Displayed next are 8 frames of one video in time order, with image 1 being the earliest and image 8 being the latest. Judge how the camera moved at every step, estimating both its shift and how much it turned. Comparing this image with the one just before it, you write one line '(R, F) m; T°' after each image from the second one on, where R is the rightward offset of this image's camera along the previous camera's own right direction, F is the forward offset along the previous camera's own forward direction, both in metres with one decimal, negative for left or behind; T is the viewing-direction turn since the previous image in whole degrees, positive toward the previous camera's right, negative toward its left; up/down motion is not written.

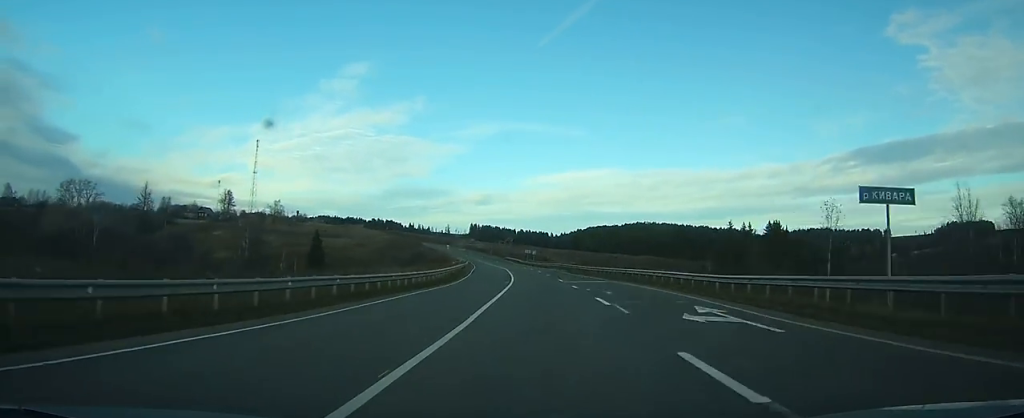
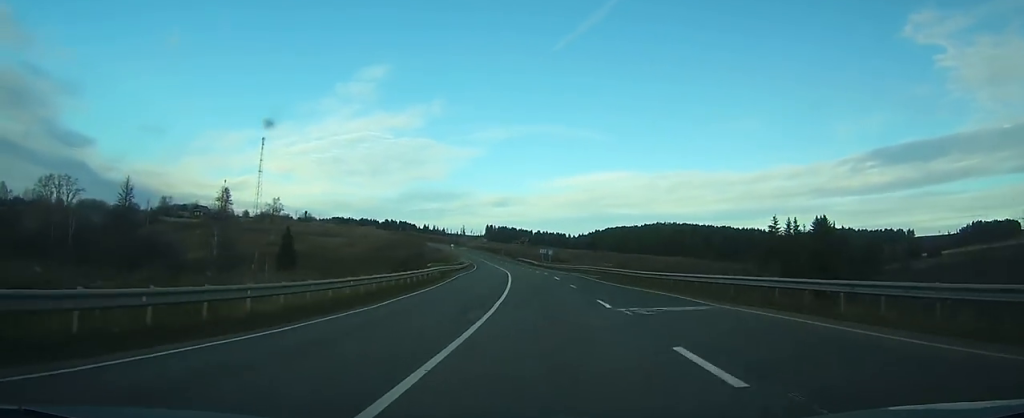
(-0.1, +23.9) m; -1°
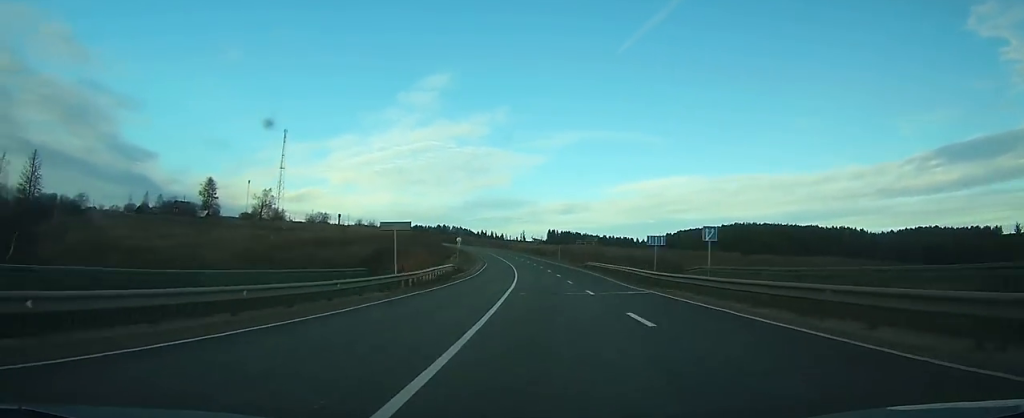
(-3.4, +79.8) m; -5°
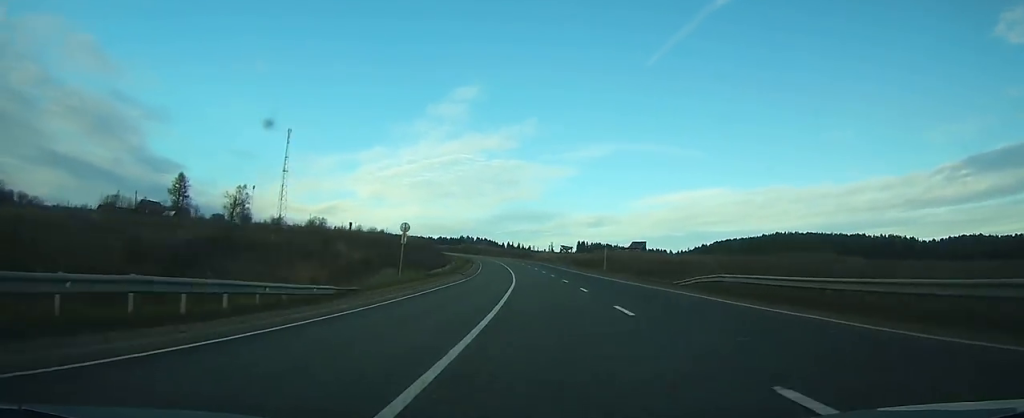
(-1.4, +45.0) m; -3°
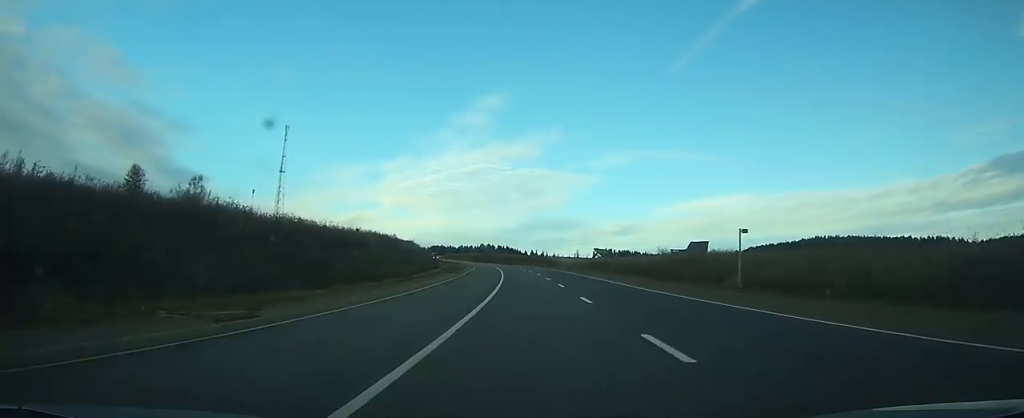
(-1.0, +43.1) m; -3°
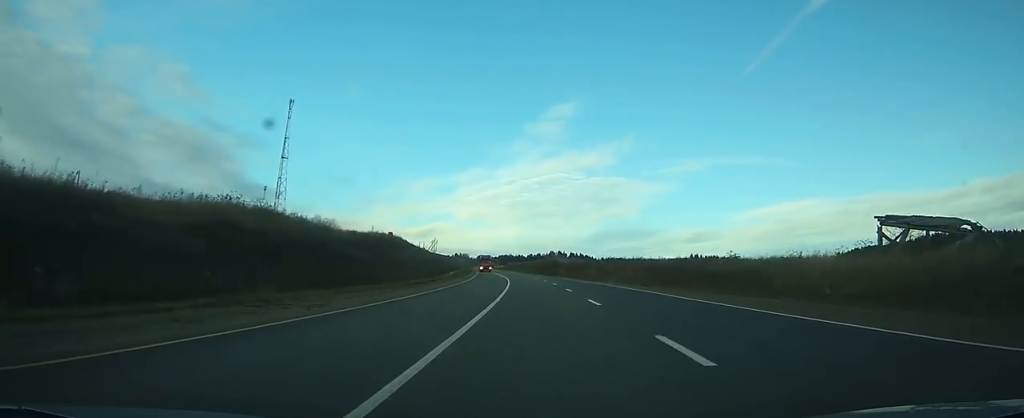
(-5.5, +96.0) m; -7°
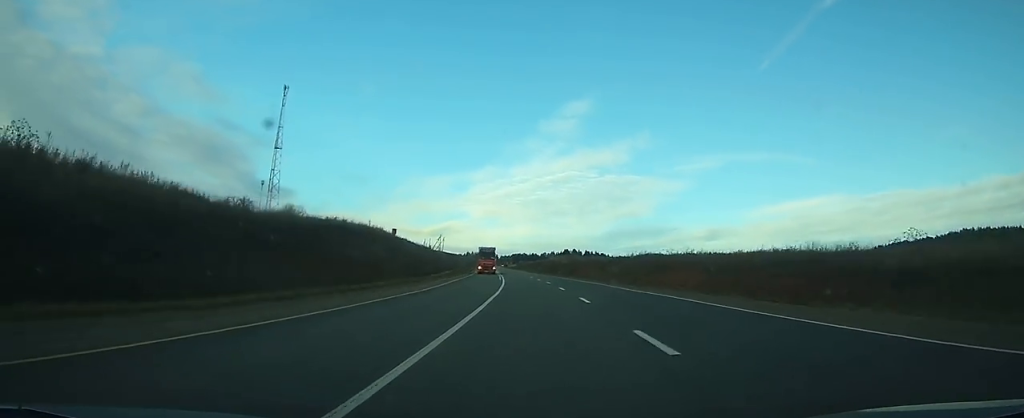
(-0.6, +22.9) m; -2°
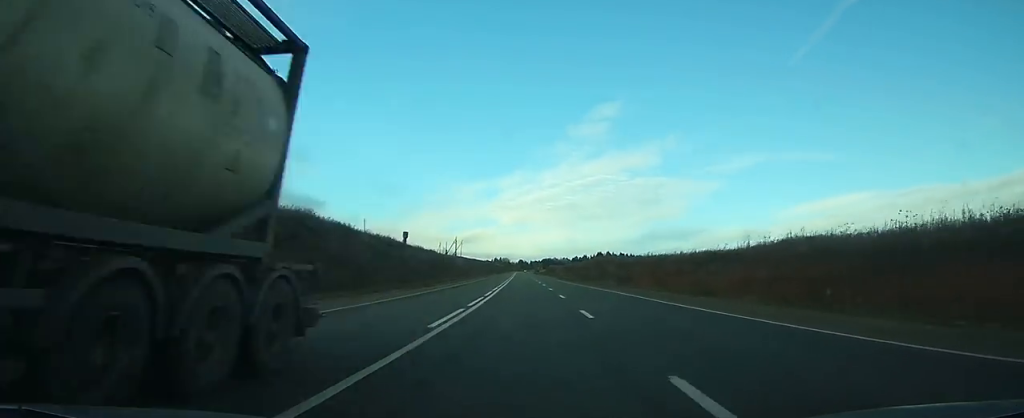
(-0.9, +40.6) m; -3°
